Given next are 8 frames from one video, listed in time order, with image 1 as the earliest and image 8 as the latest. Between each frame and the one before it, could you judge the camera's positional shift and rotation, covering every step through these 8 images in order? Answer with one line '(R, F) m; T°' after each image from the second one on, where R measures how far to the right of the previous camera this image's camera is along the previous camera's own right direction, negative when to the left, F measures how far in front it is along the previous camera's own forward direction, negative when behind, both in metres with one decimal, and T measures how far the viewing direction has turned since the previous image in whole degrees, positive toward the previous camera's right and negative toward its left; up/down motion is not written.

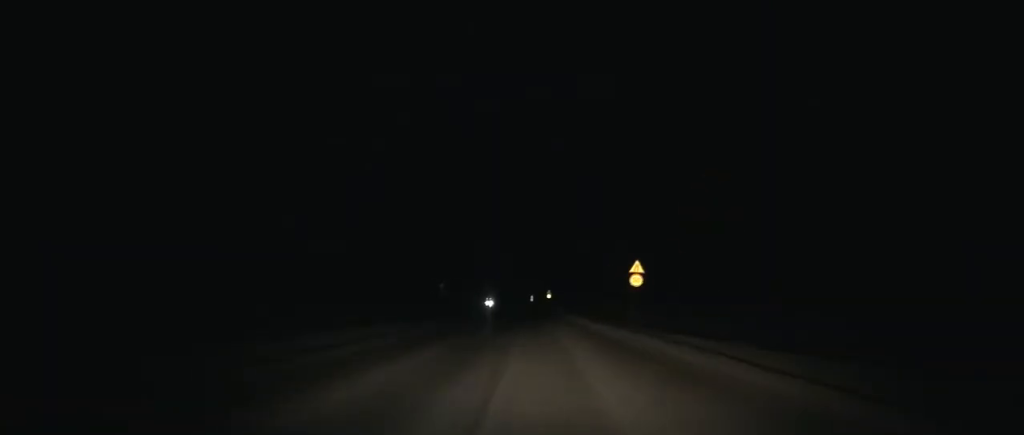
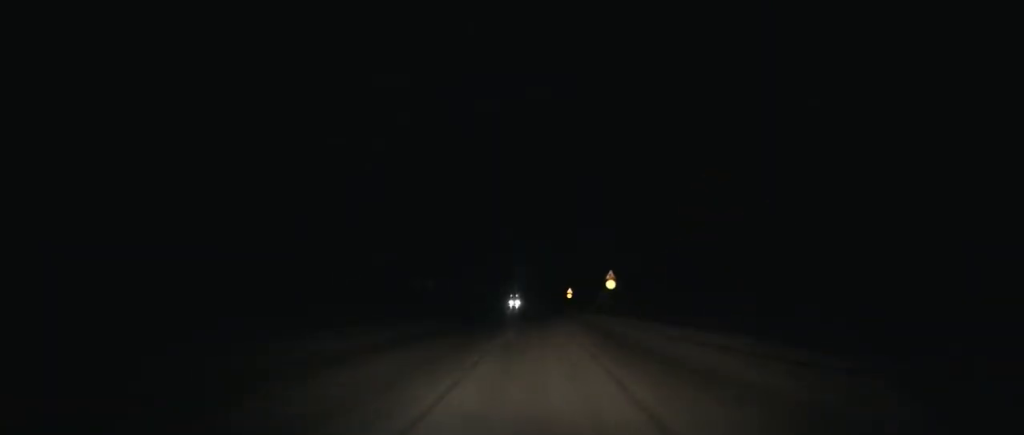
(-2.2, +72.5) m; -3°
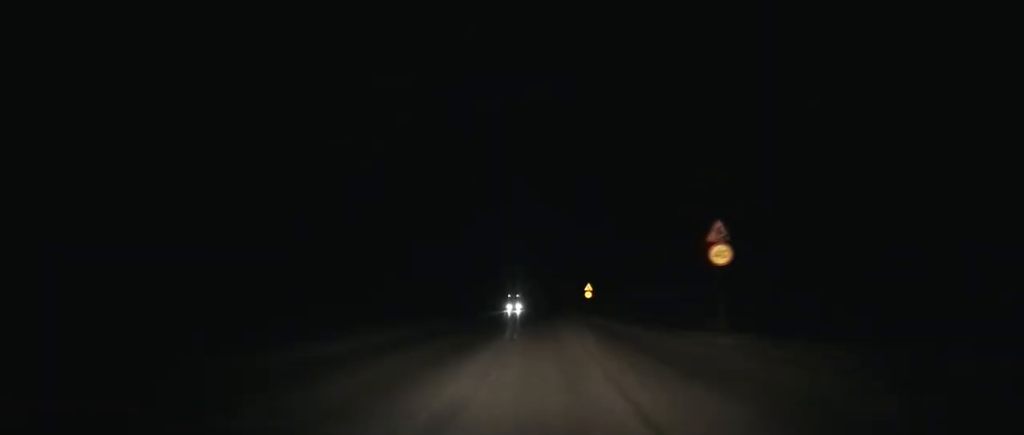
(-0.7, +36.1) m; -1°
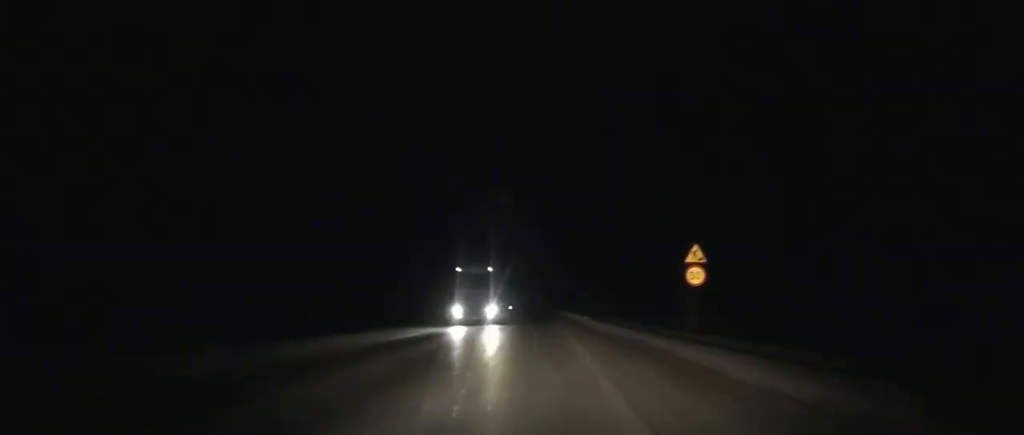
(-0.5, +47.2) m; -1°
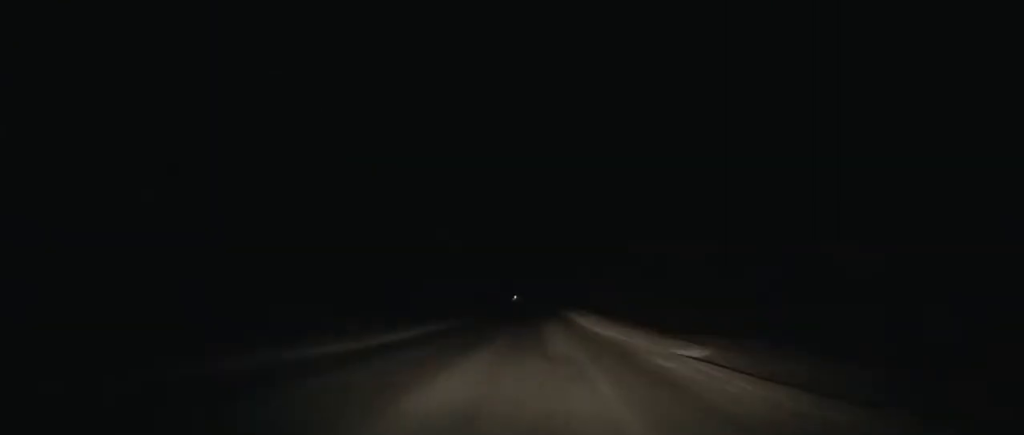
(-0.5, +33.2) m; -1°
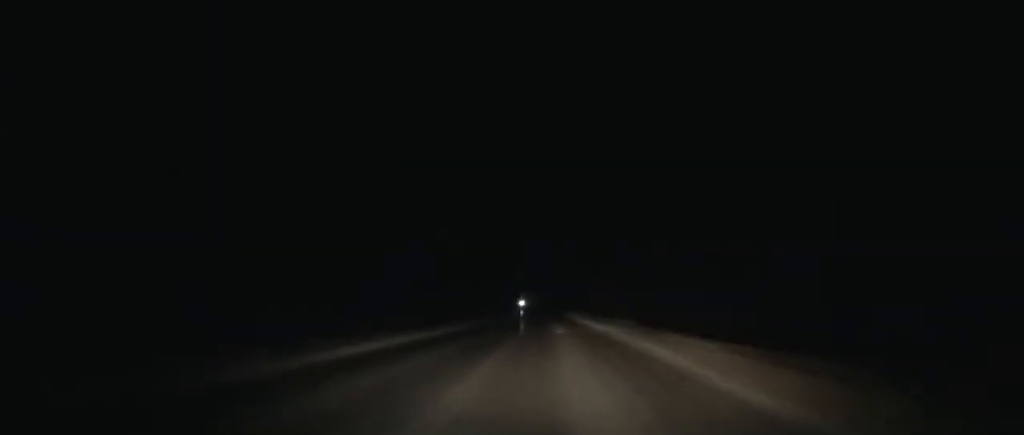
(-0.2, +26.9) m; 0°
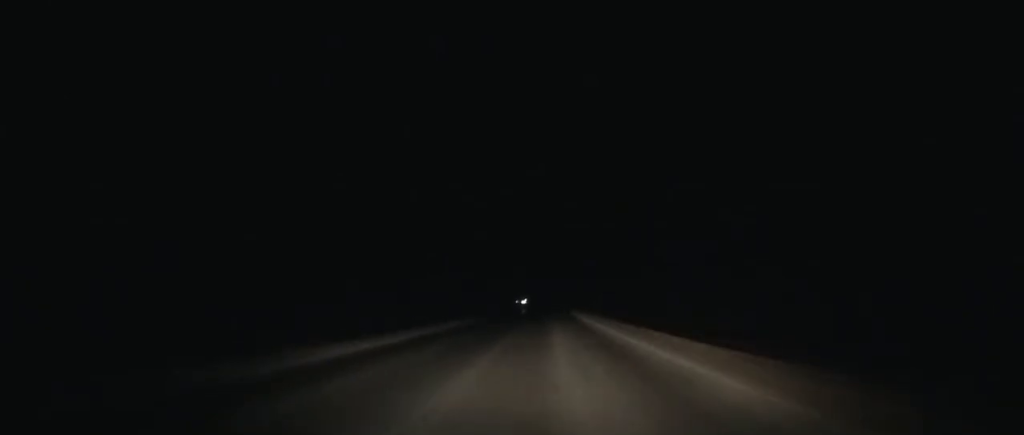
(-0.4, +124.1) m; -1°
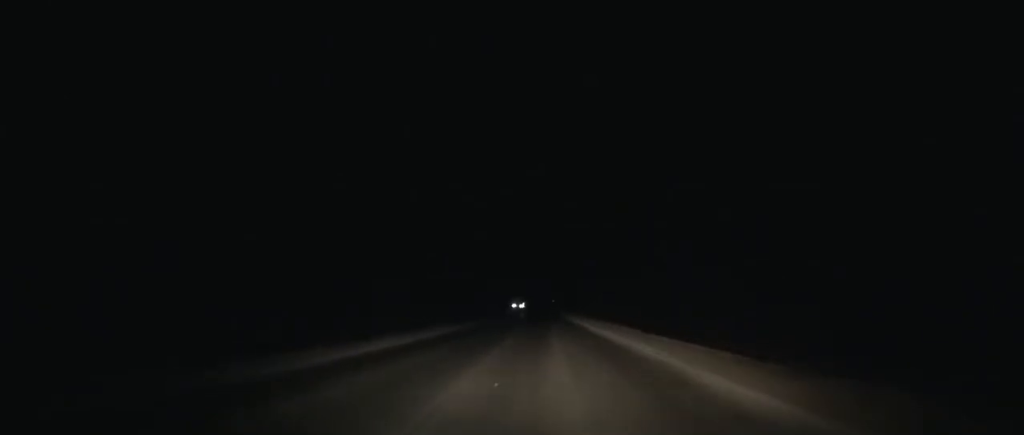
(-0.1, +33.2) m; 0°
